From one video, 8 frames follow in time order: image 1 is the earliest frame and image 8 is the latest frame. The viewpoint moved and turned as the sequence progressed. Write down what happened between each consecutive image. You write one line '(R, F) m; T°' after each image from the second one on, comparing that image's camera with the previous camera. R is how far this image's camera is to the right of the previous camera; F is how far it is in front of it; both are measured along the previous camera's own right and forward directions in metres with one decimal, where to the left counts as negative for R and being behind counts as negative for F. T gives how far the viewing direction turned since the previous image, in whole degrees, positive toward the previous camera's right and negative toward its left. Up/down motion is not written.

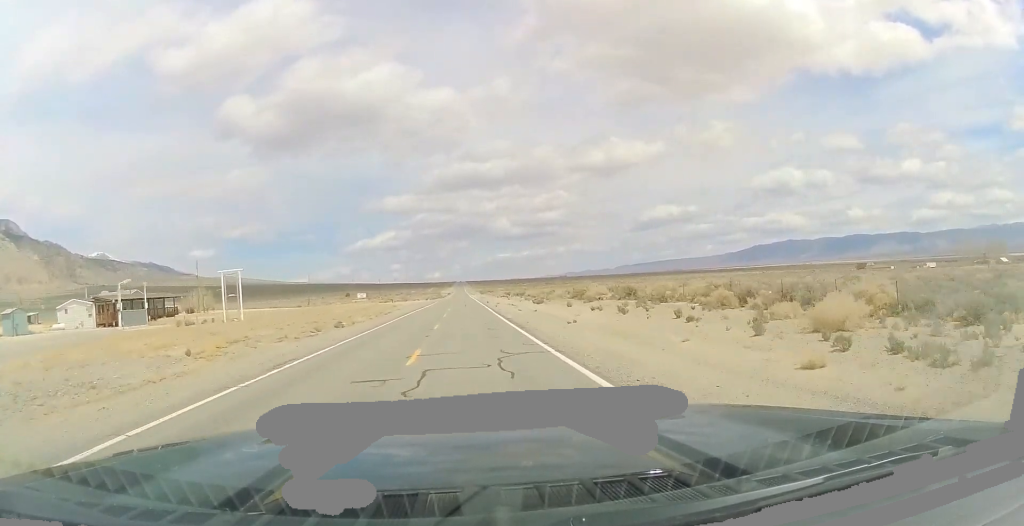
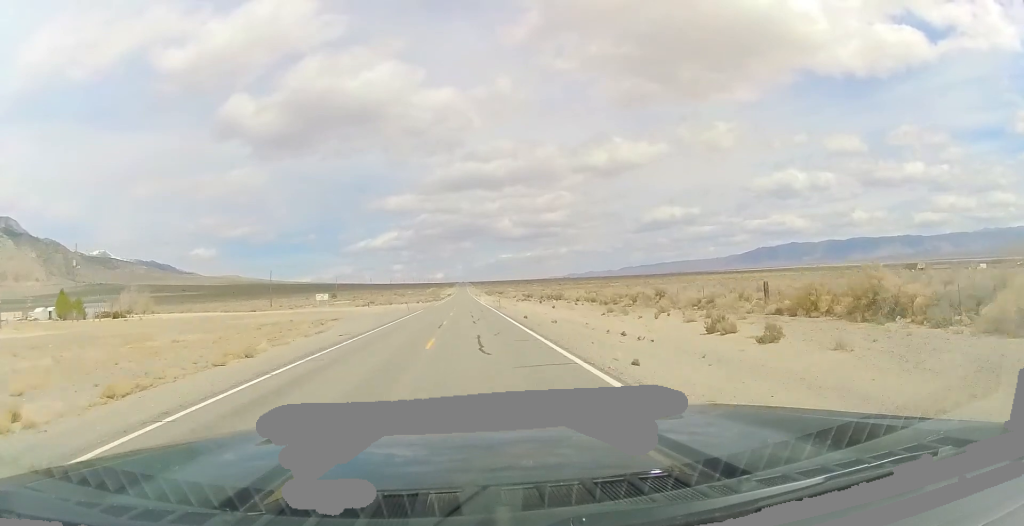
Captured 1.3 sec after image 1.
(+0.1, +45.0) m; 0°
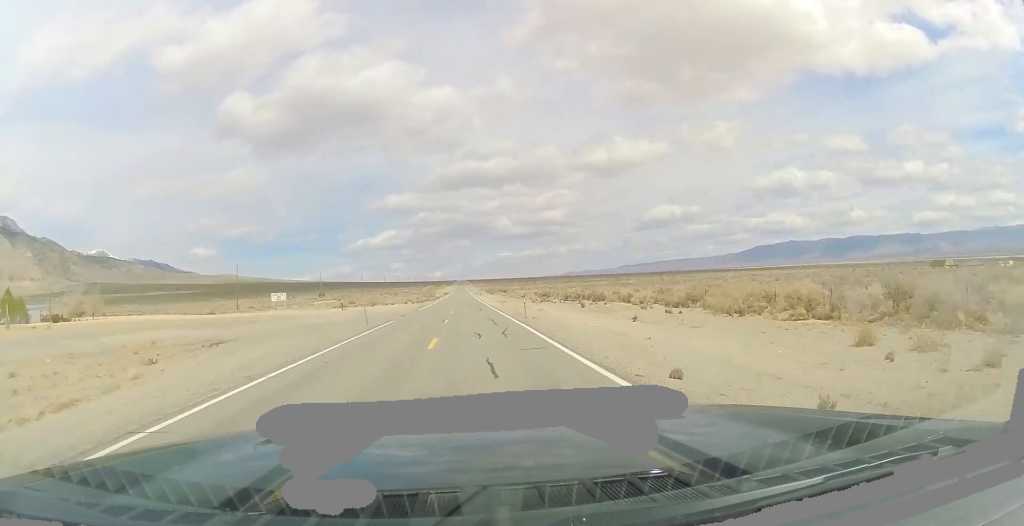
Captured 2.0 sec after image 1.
(-0.1, +24.7) m; 0°
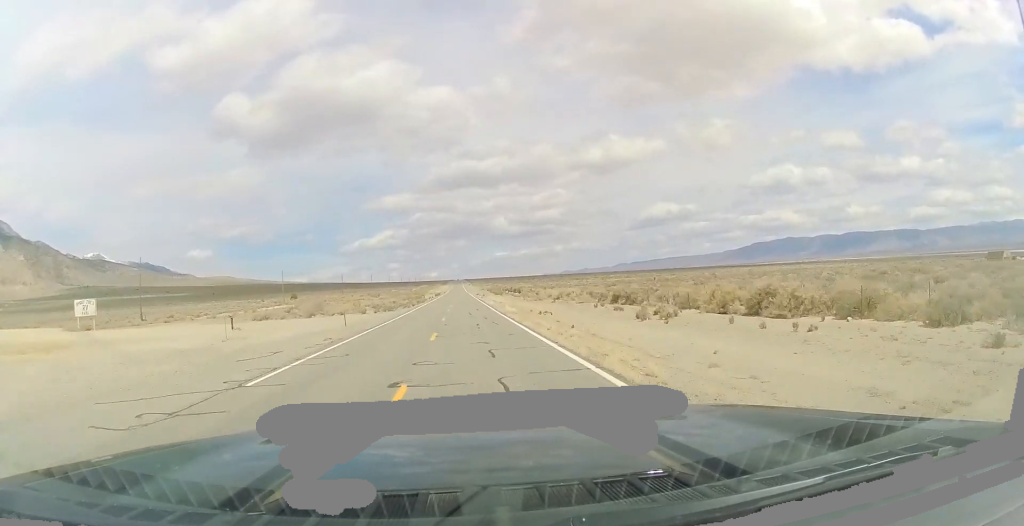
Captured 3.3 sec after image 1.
(-0.2, +45.6) m; 0°
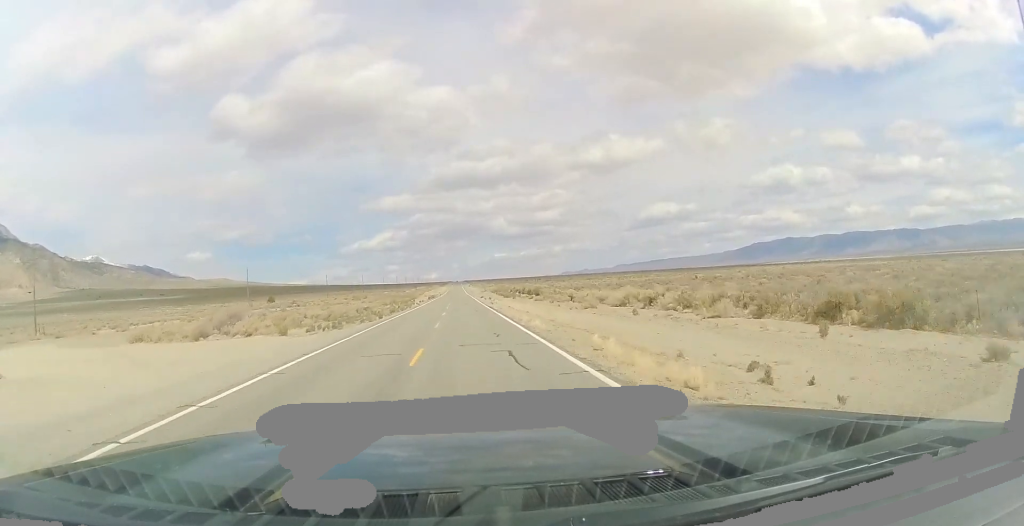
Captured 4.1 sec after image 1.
(+0.1, +30.4) m; +1°
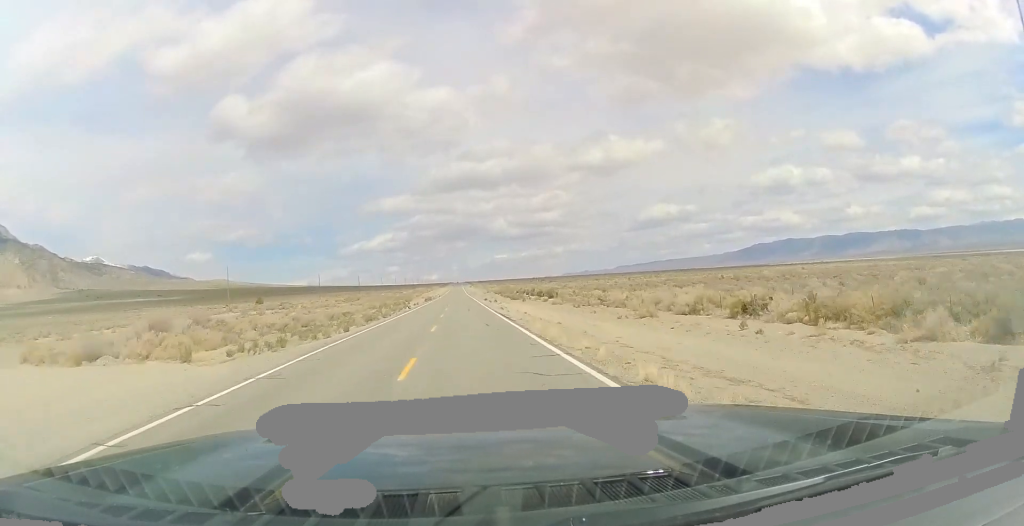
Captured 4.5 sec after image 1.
(-0.1, +14.0) m; 0°
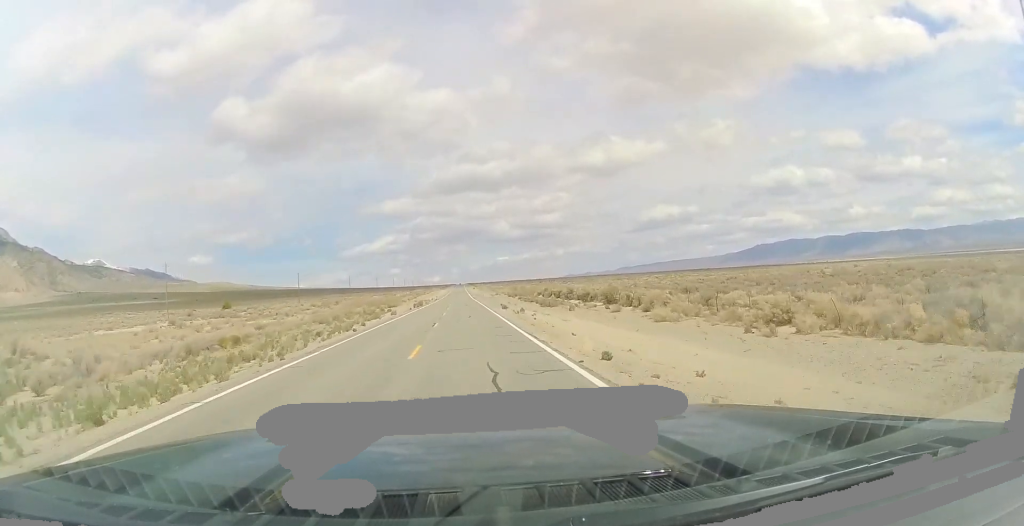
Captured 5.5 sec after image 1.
(+0.3, +32.8) m; 0°
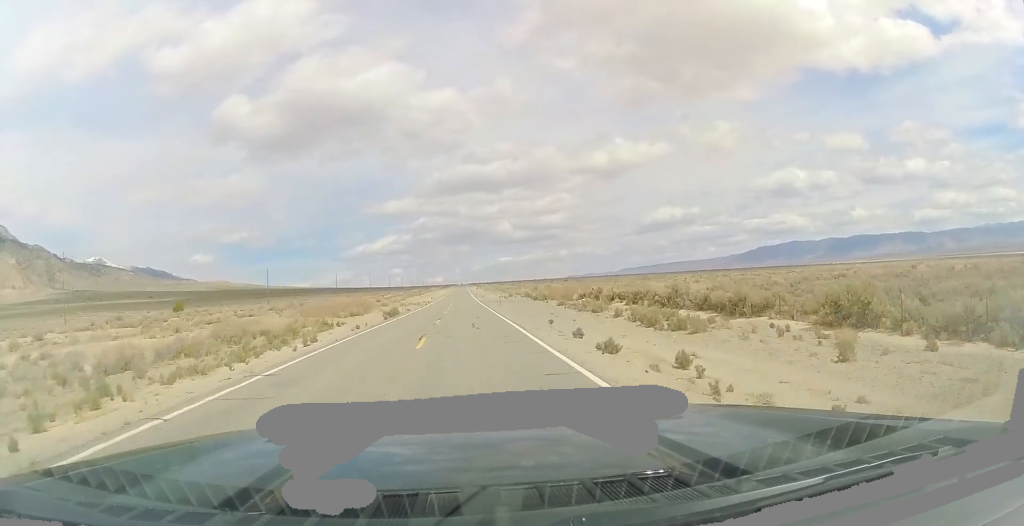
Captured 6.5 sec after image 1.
(0.0, +35.4) m; -1°
